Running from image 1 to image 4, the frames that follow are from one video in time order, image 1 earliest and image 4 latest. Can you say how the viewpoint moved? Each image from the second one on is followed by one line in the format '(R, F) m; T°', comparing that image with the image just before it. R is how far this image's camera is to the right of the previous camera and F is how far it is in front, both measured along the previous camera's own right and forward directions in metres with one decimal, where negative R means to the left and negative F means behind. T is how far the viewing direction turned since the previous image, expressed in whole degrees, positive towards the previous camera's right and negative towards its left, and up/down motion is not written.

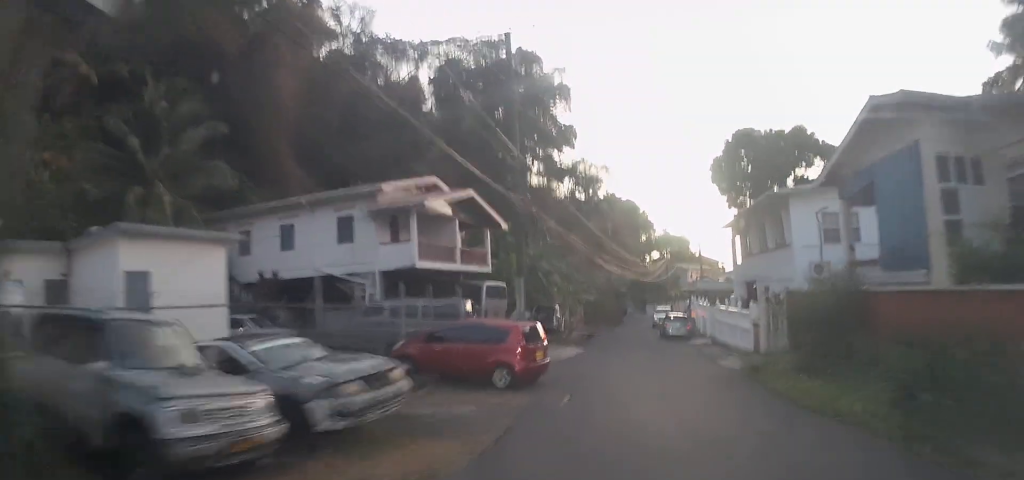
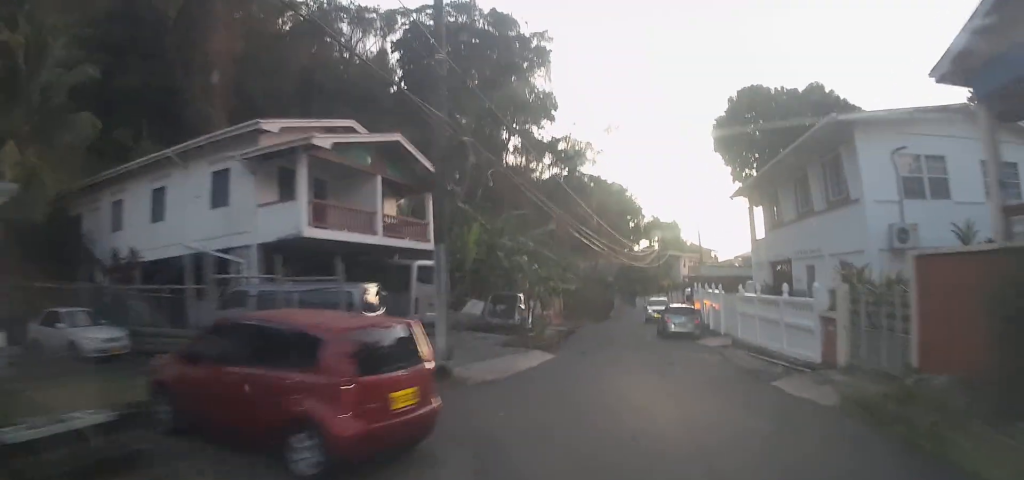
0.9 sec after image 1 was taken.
(-0.1, +8.5) m; -2°
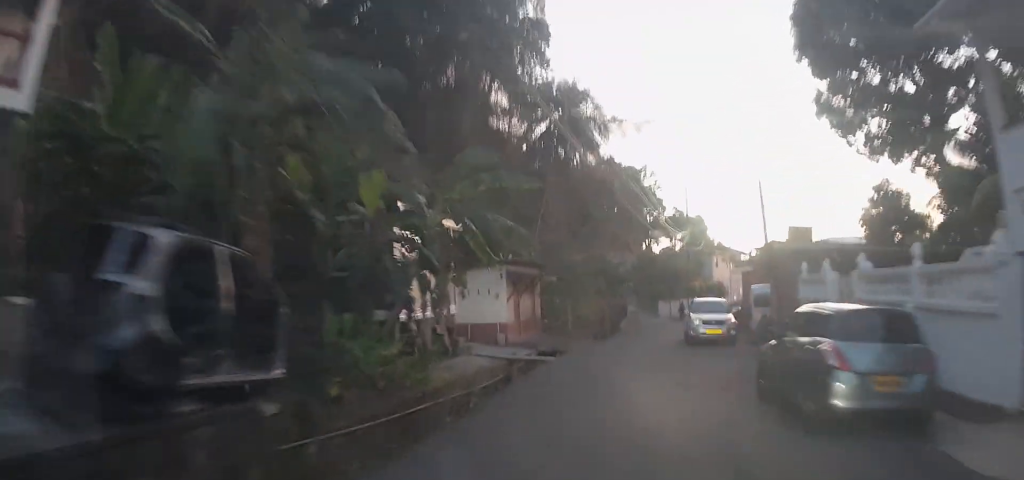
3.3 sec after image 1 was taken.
(+1.2, +20.1) m; +3°
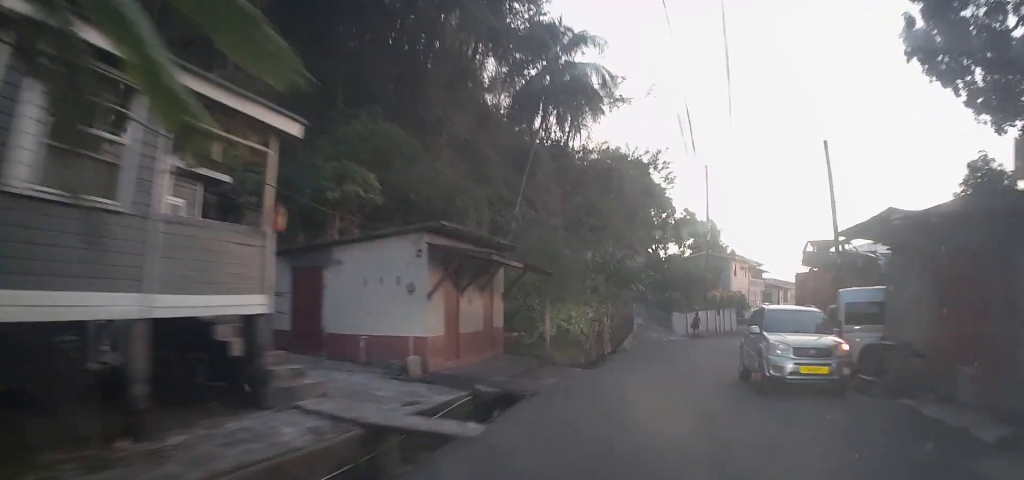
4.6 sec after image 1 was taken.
(-1.3, +10.4) m; -11°
